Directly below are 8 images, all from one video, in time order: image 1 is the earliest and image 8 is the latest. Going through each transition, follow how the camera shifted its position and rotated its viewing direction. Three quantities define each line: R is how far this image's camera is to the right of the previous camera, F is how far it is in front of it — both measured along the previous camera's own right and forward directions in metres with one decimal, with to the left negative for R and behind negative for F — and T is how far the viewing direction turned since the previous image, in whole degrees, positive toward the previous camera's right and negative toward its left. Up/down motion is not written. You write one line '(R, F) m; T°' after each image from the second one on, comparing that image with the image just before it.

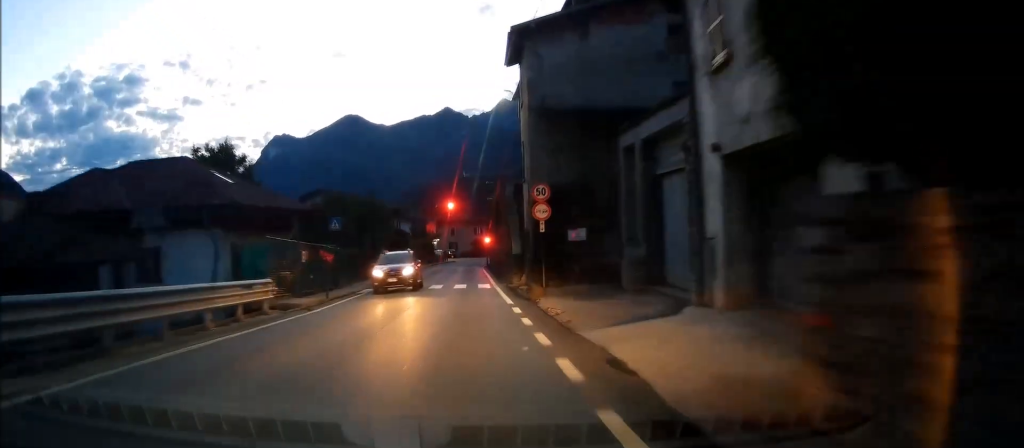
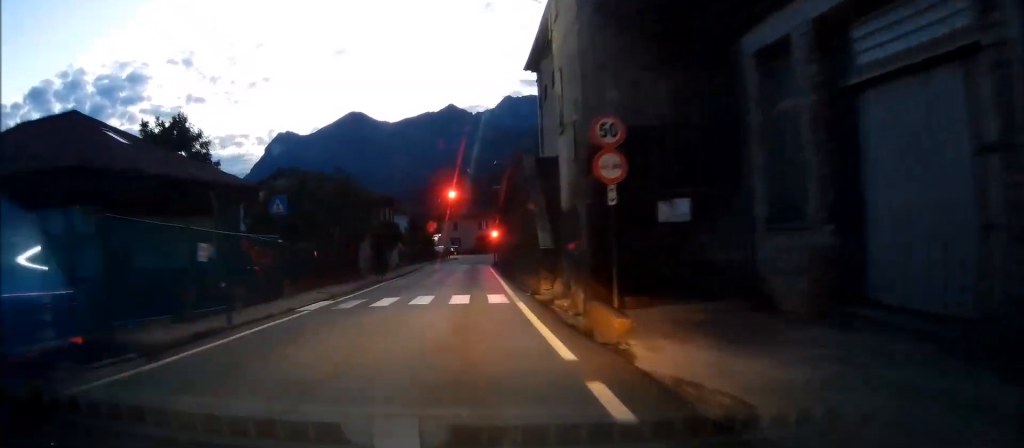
(-0.2, +9.9) m; +2°
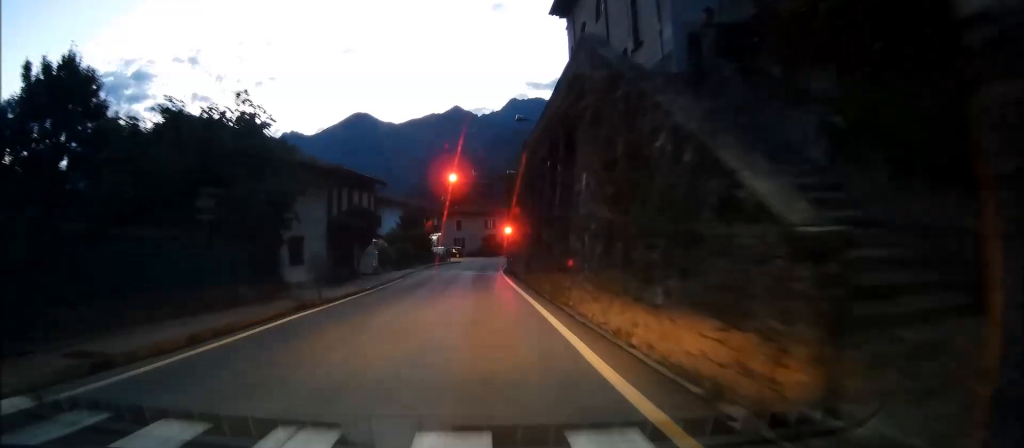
(+0.9, +15.2) m; +1°
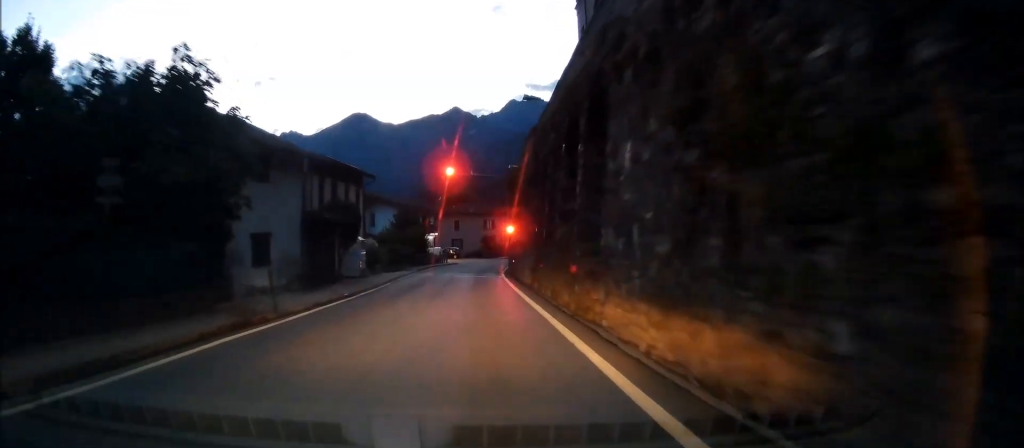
(+0.2, +4.4) m; -3°
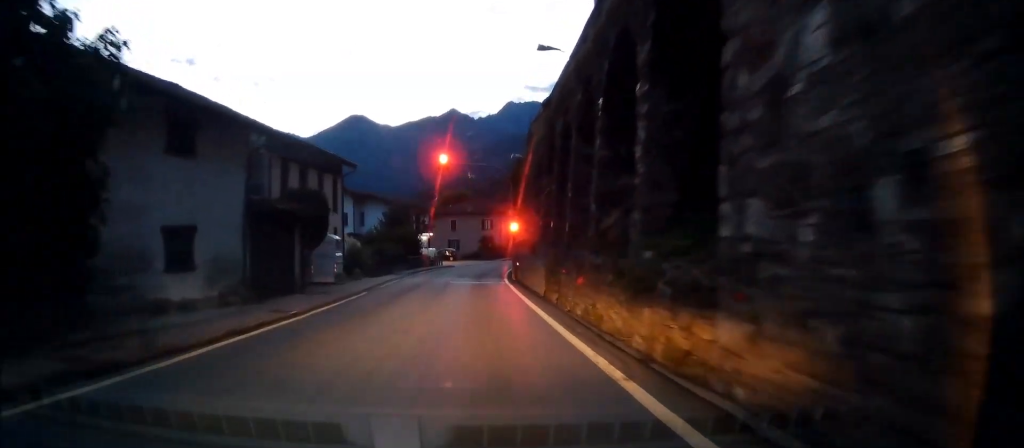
(-0.8, +6.3) m; -3°
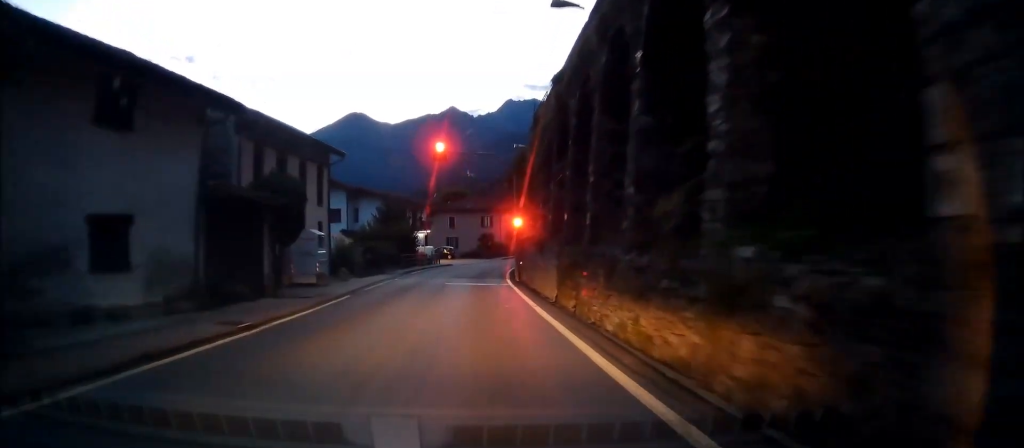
(0.0, +3.4) m; 0°
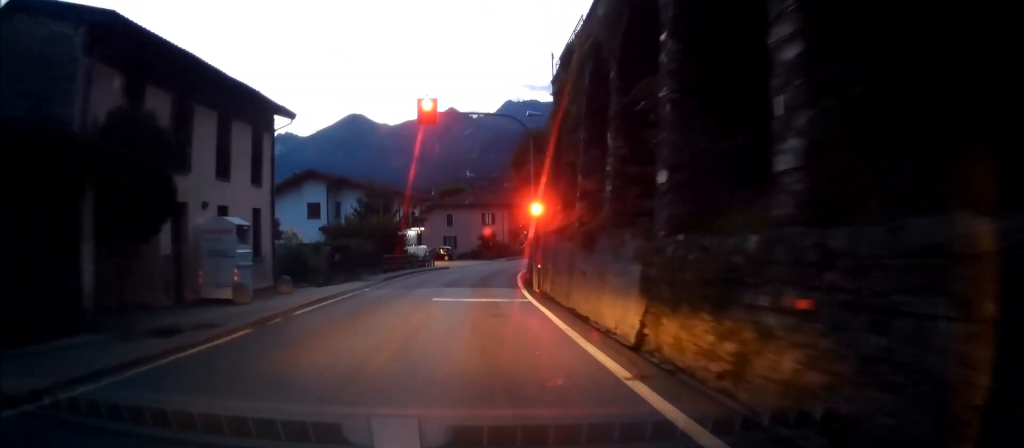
(+0.6, +10.0) m; +1°
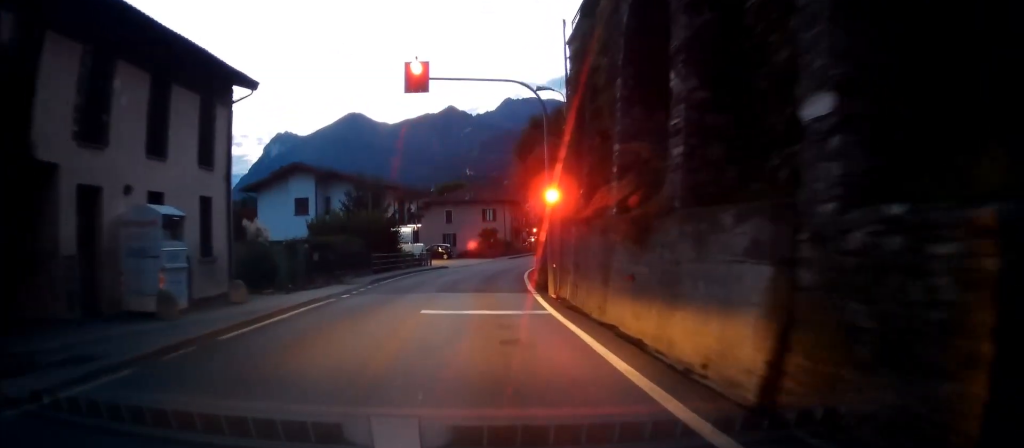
(-0.1, +4.5) m; -1°
